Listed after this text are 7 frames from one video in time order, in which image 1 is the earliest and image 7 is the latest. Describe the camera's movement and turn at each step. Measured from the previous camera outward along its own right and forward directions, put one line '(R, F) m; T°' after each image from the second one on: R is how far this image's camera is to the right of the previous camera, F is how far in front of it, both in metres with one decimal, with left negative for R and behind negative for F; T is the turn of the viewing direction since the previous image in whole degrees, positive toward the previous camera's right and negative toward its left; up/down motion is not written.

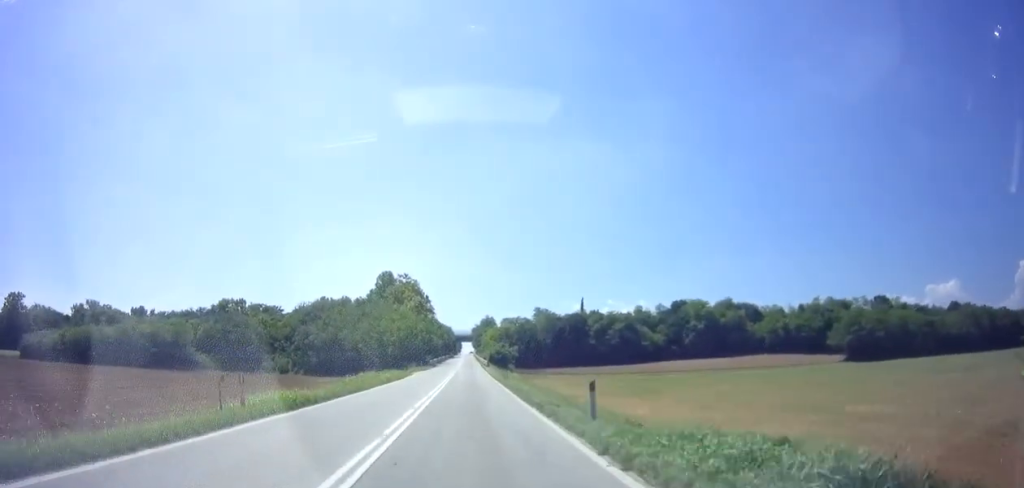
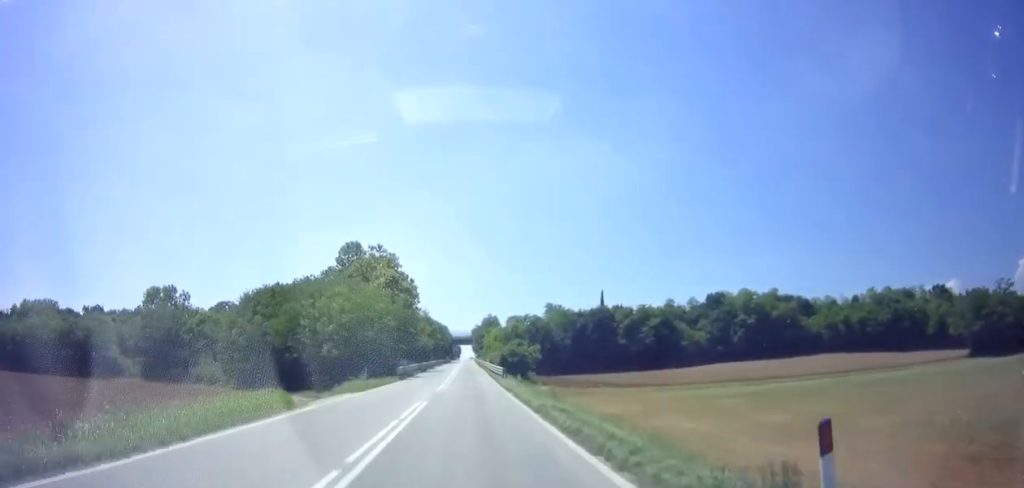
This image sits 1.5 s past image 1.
(-0.6, +33.5) m; -1°
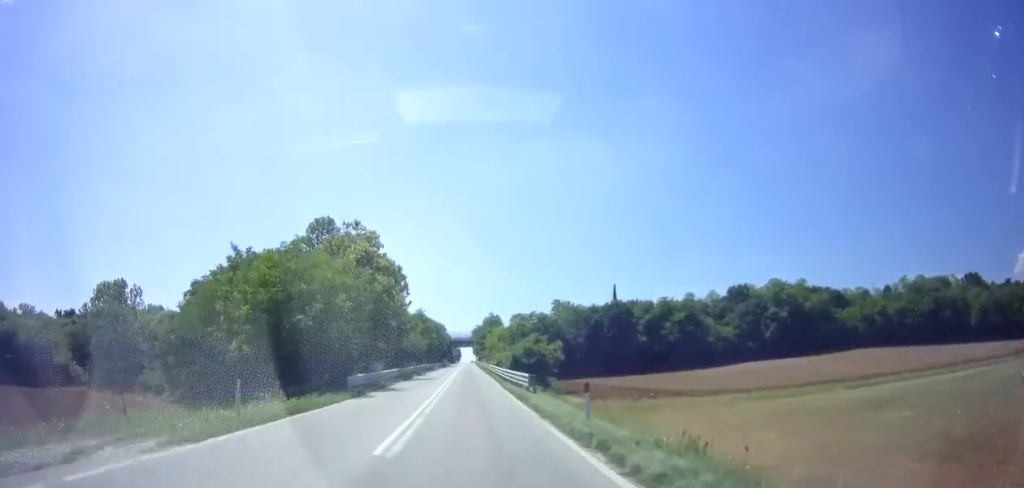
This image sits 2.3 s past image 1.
(0.0, +16.1) m; 0°
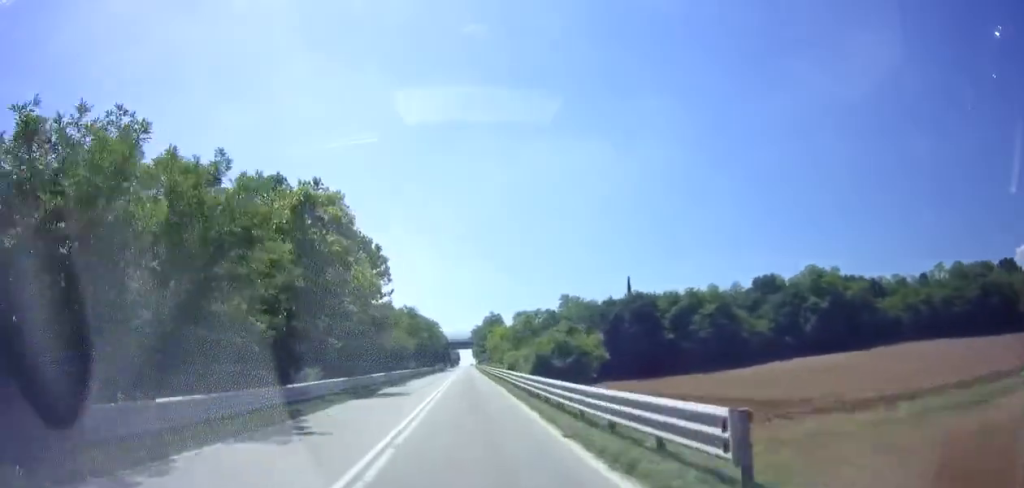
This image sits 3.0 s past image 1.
(-0.1, +17.0) m; +1°
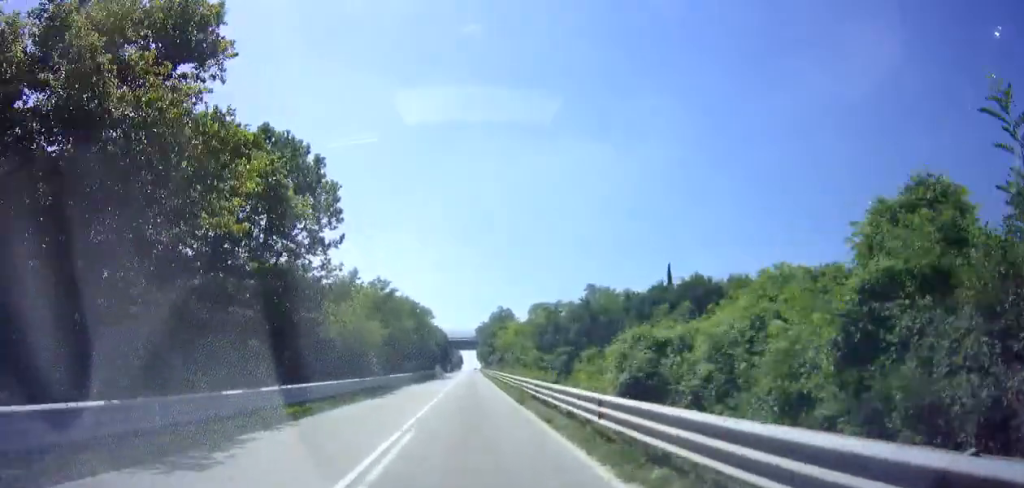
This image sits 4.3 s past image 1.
(+0.4, +28.2) m; 0°
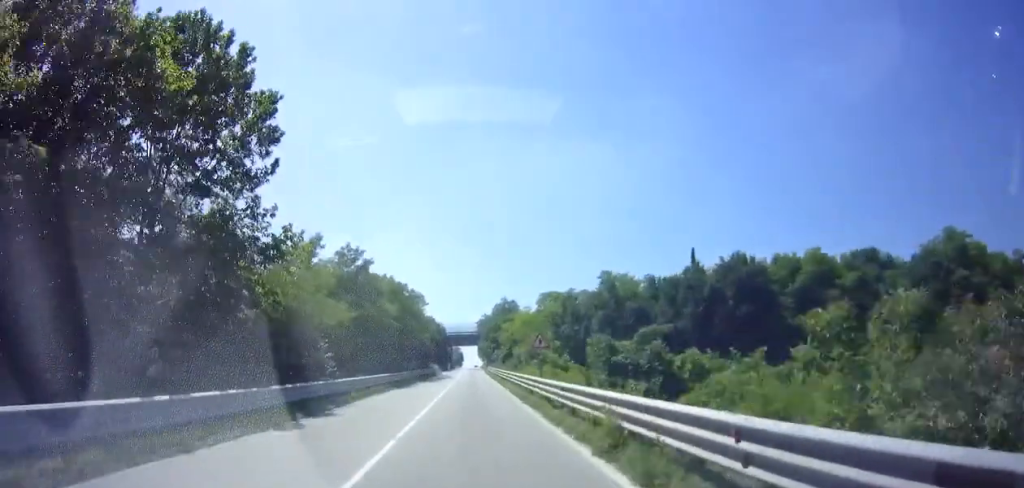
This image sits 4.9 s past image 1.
(-0.2, +13.4) m; -1°
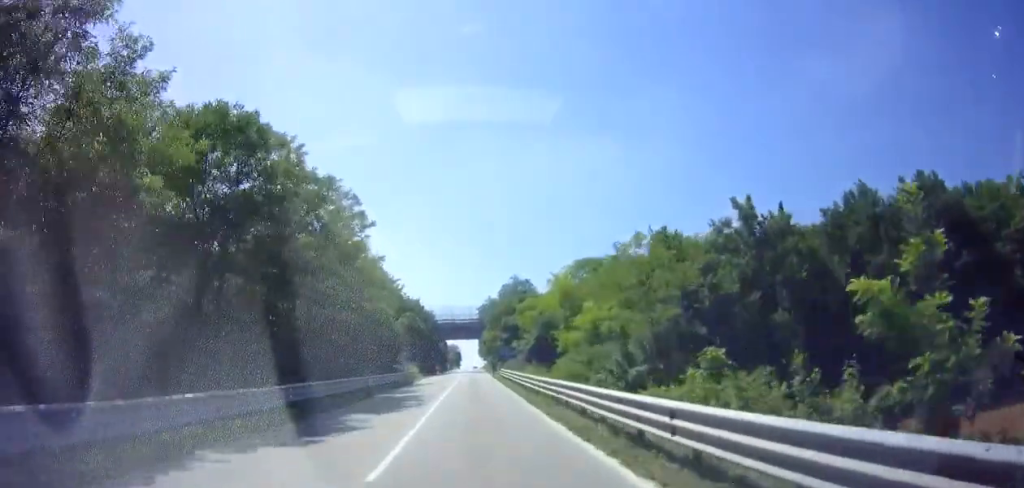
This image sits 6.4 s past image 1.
(-0.1, +33.6) m; 0°
